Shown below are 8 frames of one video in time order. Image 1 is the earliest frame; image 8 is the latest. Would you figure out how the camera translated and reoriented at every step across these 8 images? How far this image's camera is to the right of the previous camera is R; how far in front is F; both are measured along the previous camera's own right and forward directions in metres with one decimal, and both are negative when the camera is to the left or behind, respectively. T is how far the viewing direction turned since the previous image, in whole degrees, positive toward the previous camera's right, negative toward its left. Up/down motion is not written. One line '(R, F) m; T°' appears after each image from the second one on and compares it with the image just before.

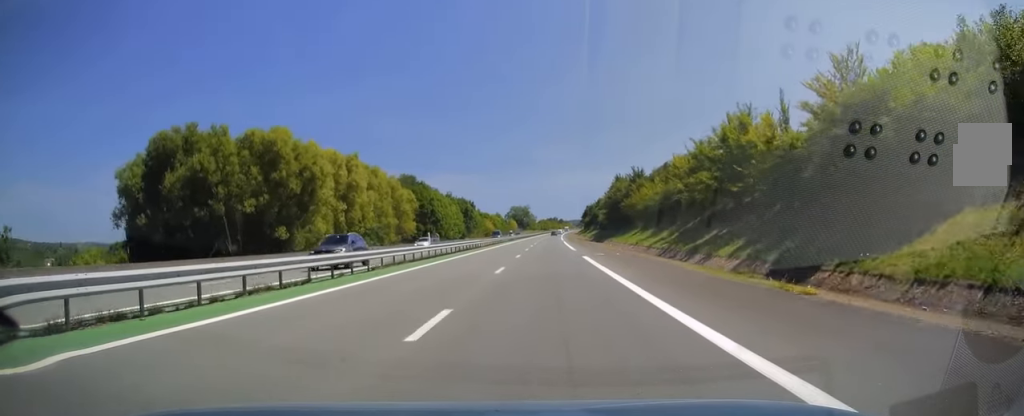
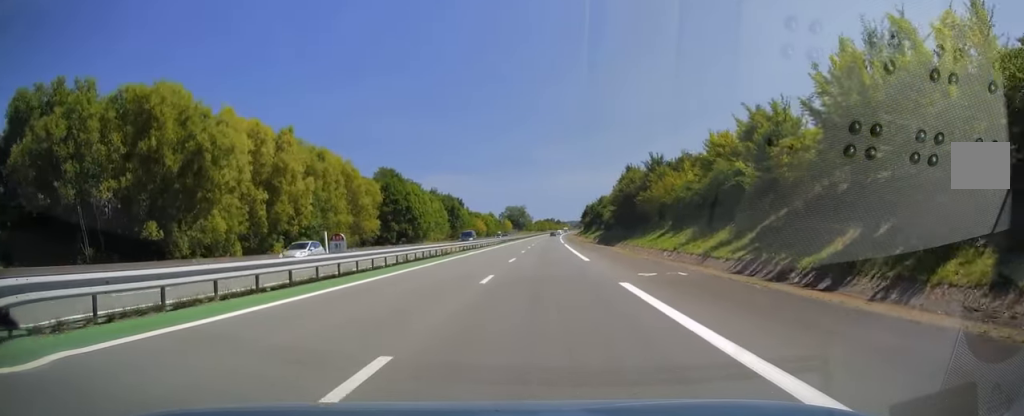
(-0.2, +17.2) m; 0°
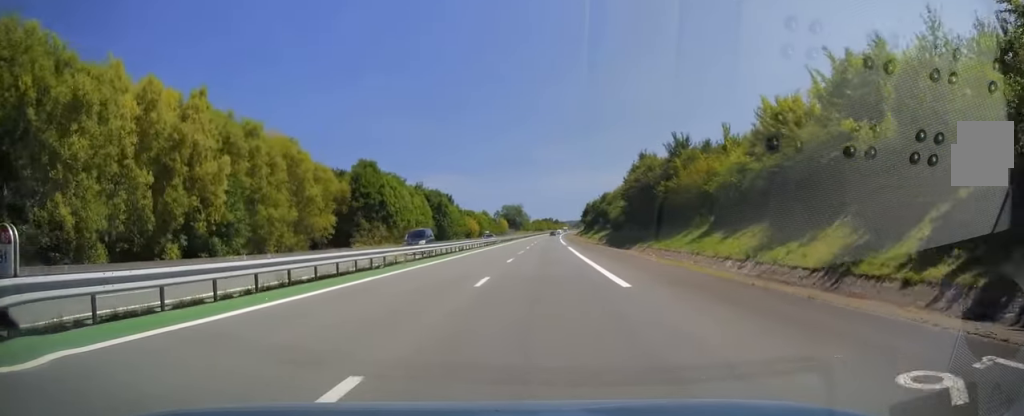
(0.0, +14.0) m; 0°
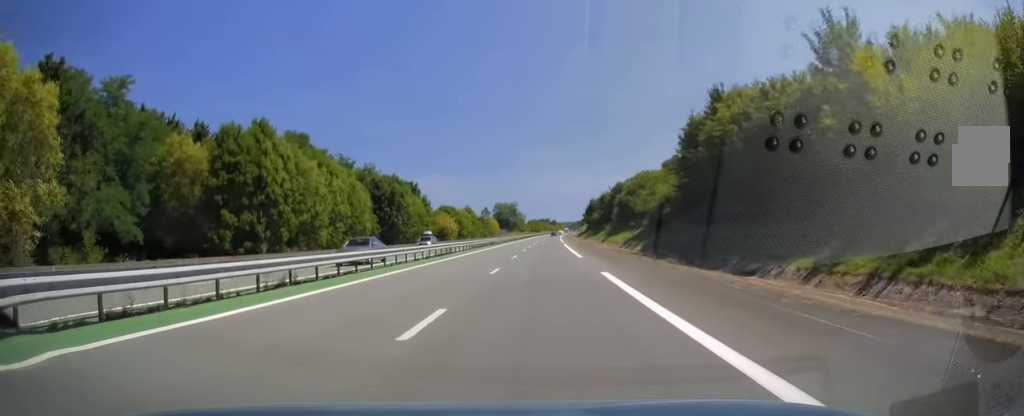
(+0.4, +33.7) m; 0°
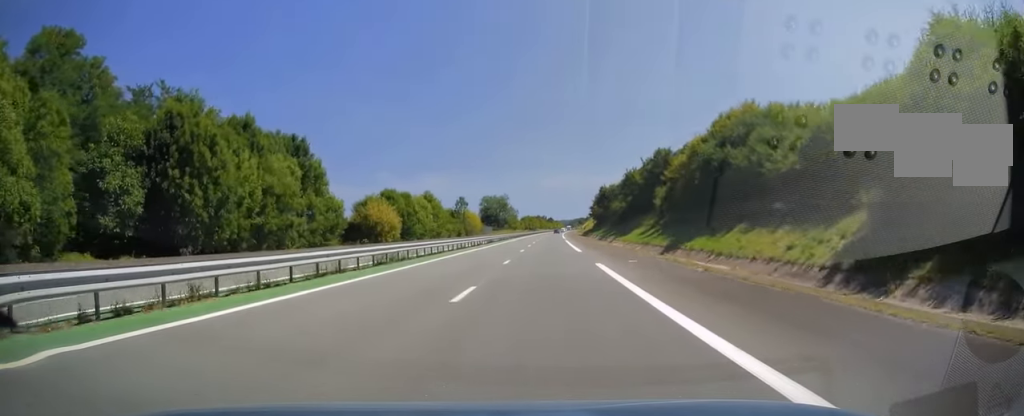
(0.0, +48.3) m; +1°
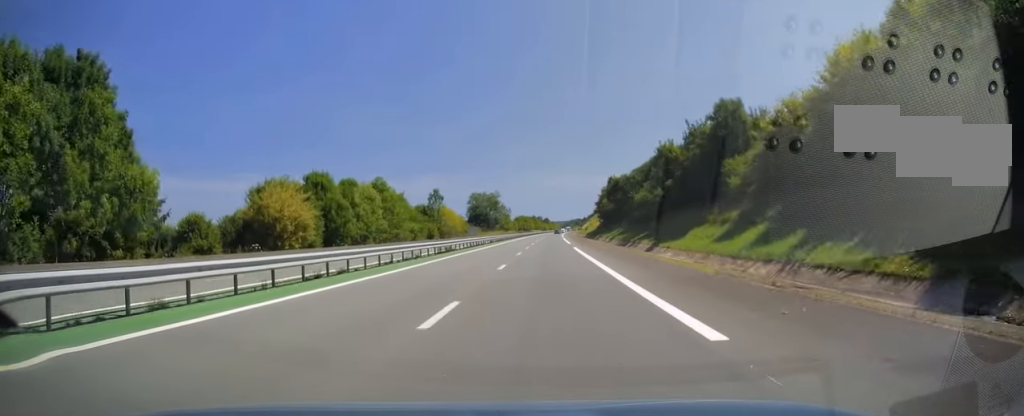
(+0.3, +29.3) m; 0°
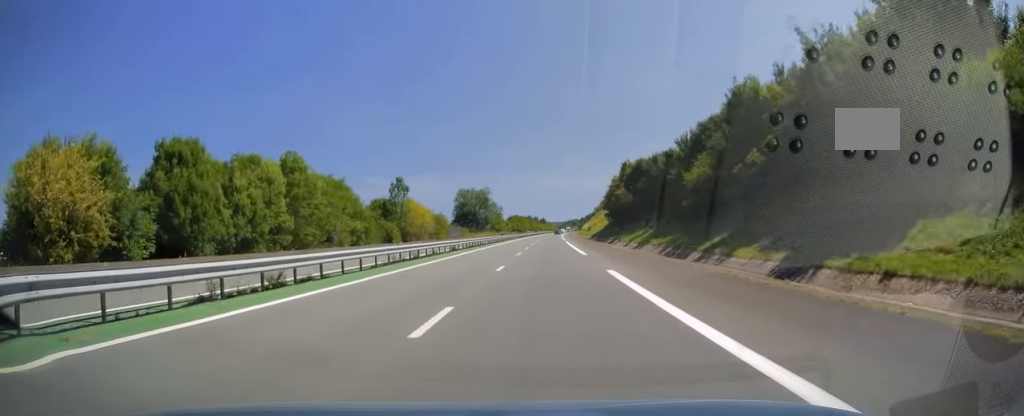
(-0.3, +26.7) m; 0°
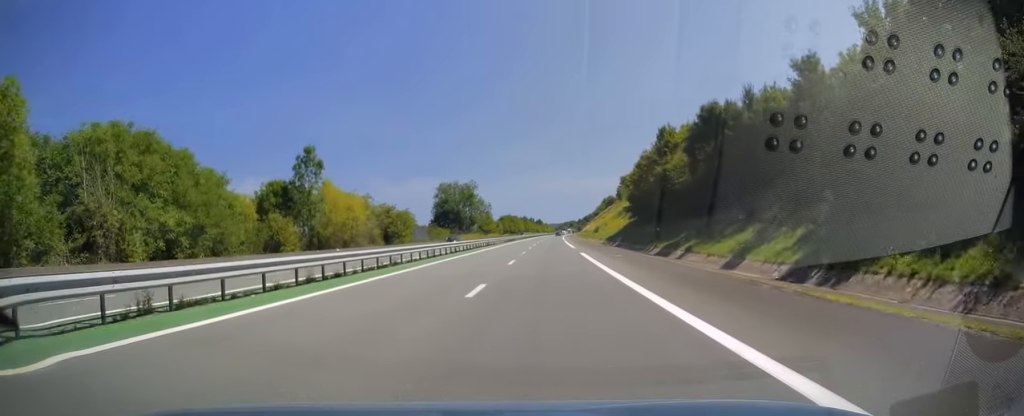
(+0.4, +34.2) m; +1°
